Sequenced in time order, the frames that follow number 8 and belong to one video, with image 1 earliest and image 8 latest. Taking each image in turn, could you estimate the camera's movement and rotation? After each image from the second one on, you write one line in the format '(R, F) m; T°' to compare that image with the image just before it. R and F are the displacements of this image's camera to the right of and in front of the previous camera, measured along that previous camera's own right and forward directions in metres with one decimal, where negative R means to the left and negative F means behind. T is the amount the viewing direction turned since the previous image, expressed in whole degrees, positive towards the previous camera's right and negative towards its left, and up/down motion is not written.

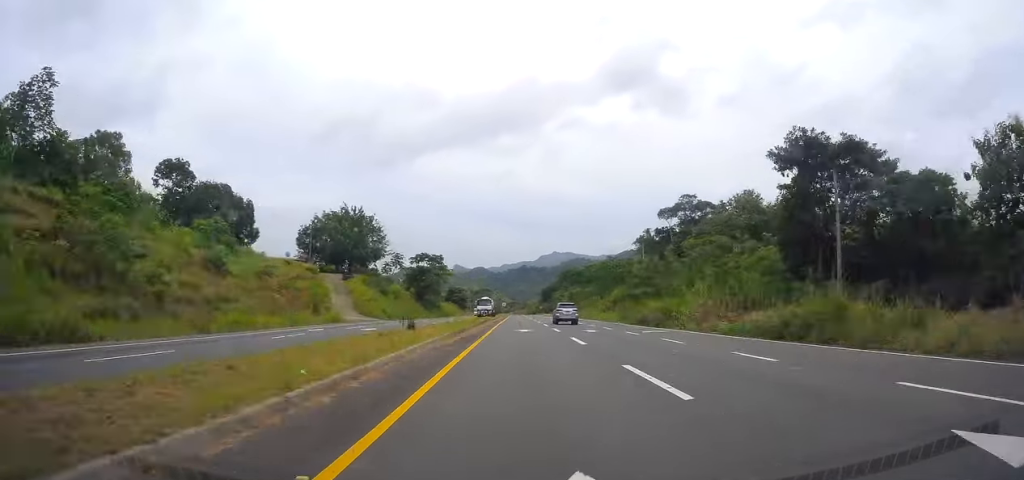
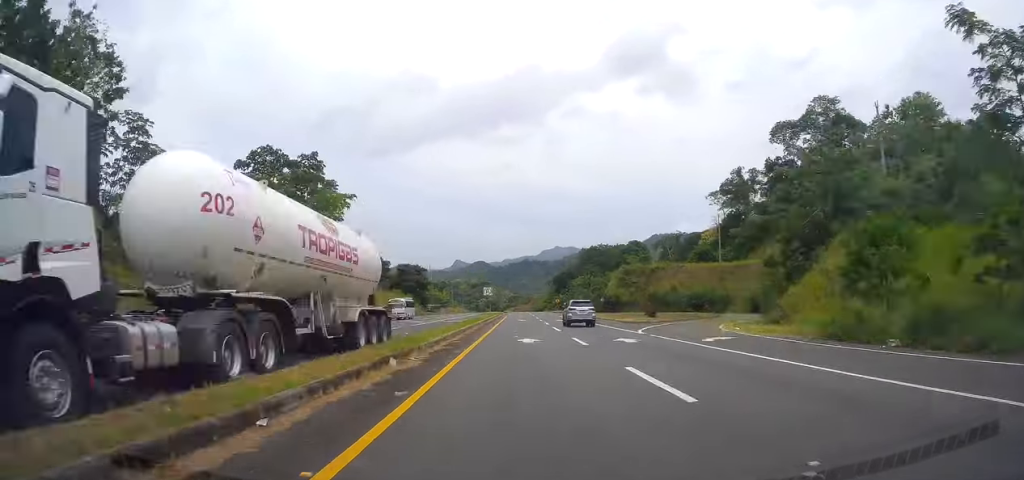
(-0.7, +97.1) m; 0°
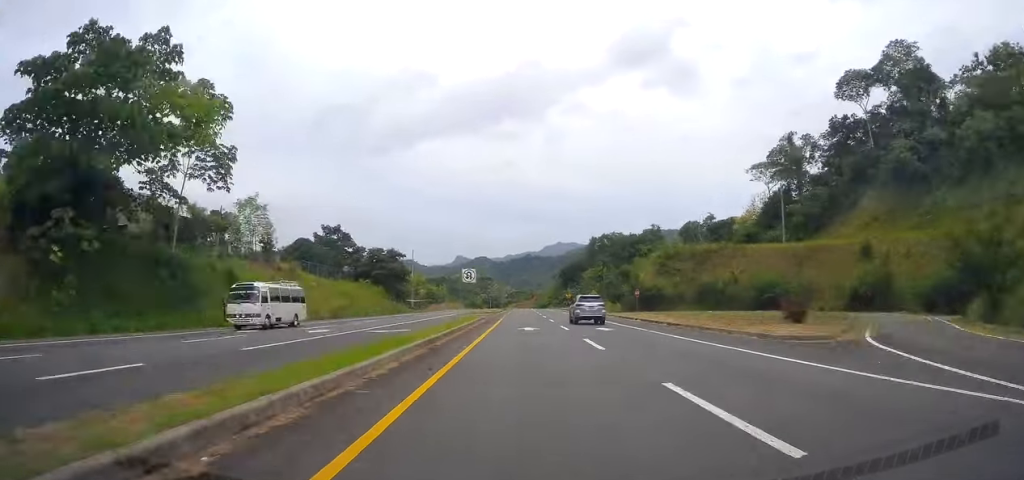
(+0.3, +27.5) m; 0°
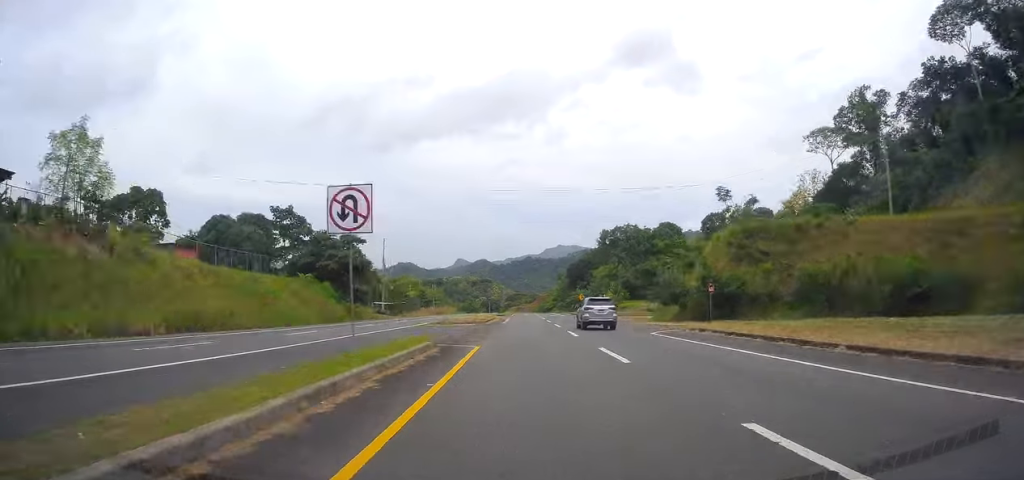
(+0.2, +27.5) m; 0°
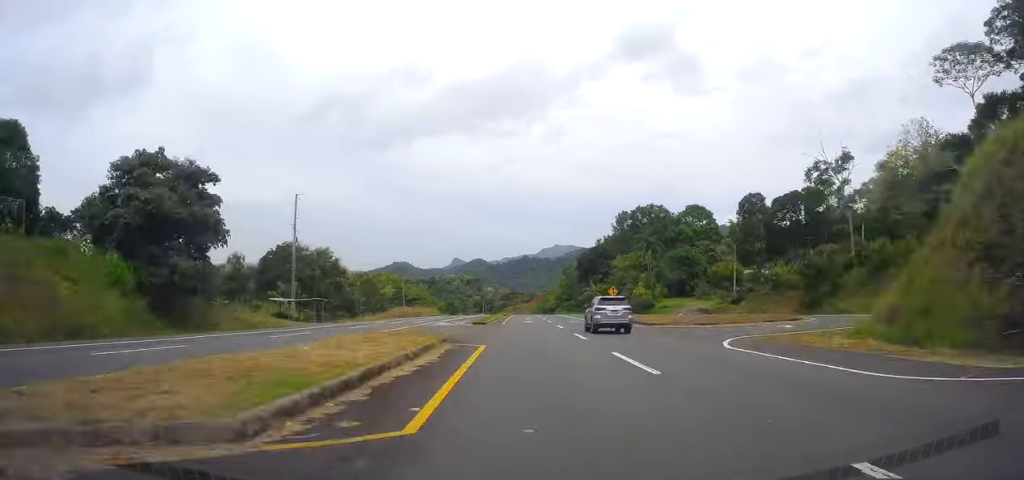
(-0.1, +38.6) m; 0°
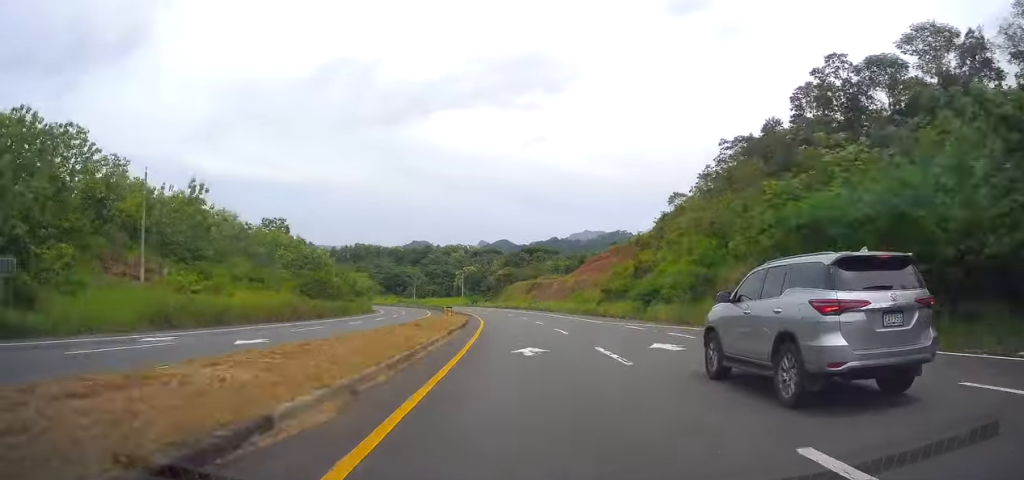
(0.0, +218.5) m; -2°
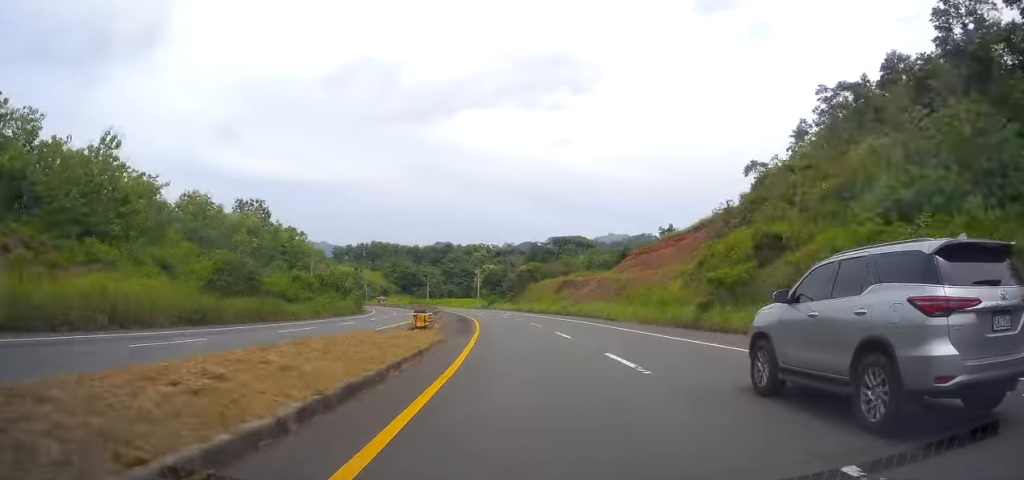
(-0.2, +25.8) m; -2°
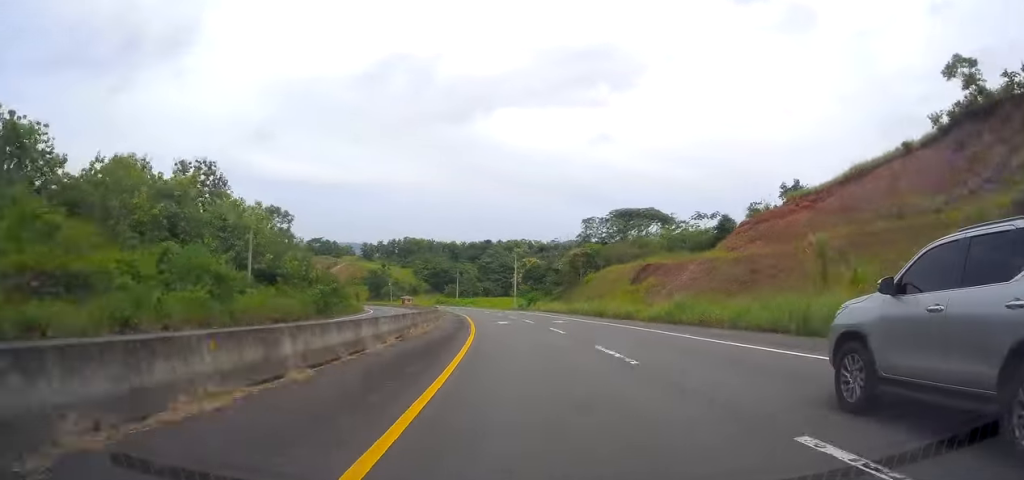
(-0.5, +35.7) m; -3°
